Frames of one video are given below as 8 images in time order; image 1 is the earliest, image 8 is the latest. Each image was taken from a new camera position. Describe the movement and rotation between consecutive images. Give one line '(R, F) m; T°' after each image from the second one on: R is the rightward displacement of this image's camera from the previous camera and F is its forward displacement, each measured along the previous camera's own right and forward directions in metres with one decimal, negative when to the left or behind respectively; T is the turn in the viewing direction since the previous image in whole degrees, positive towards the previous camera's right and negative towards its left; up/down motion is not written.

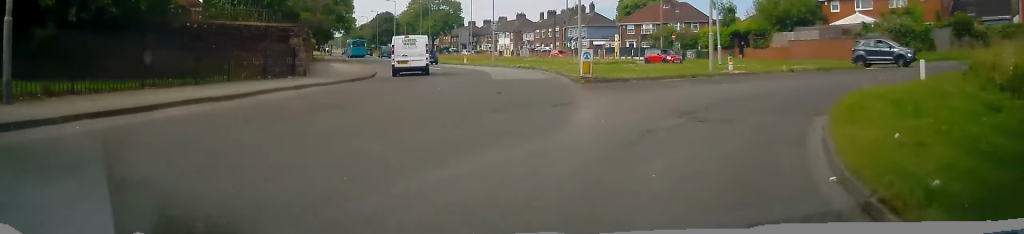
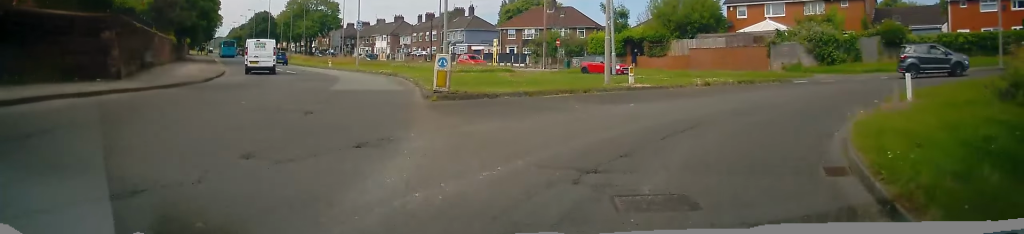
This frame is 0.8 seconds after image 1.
(+0.8, +4.9) m; +11°
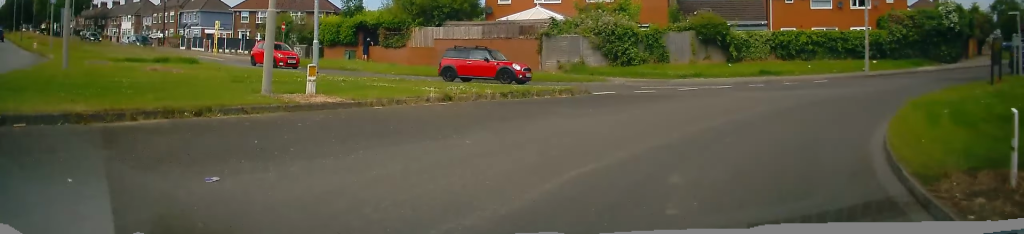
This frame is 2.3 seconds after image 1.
(+1.9, +9.3) m; +27°
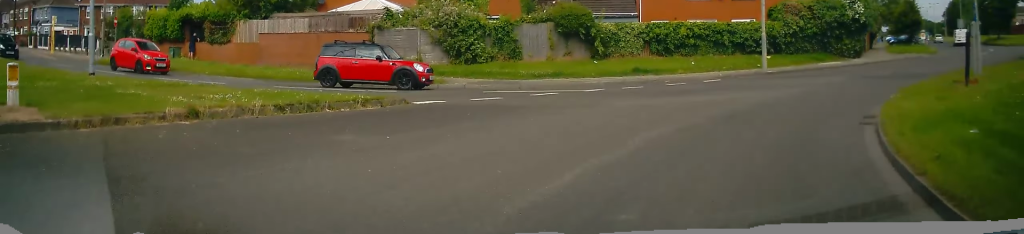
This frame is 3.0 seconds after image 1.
(+0.9, +4.7) m; +12°
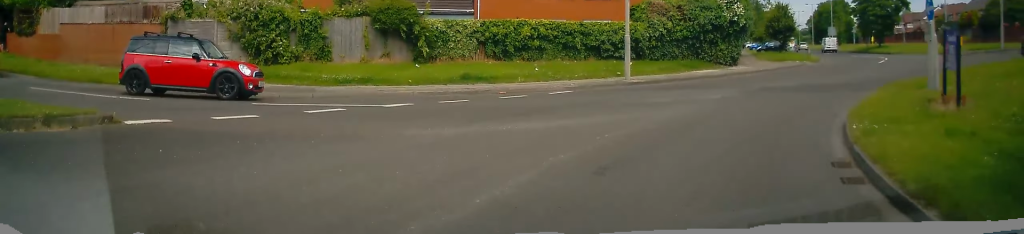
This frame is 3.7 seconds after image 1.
(+0.2, +4.7) m; +11°
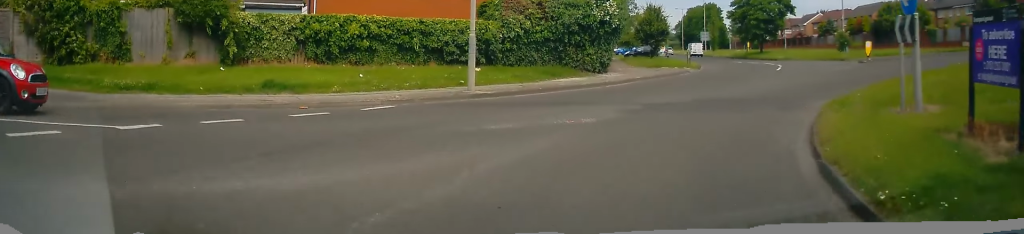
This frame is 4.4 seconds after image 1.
(+0.4, +4.2) m; +13°
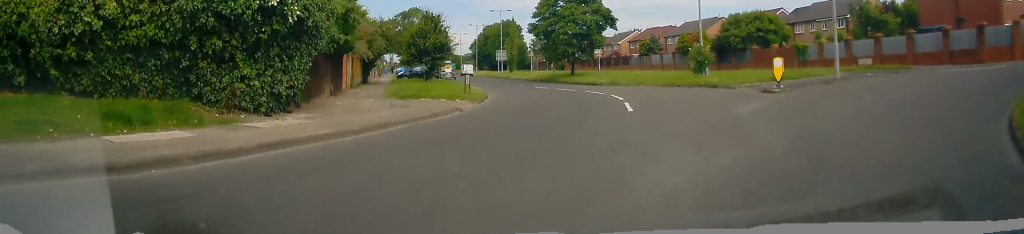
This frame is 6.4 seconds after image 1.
(+4.1, +12.8) m; +23°
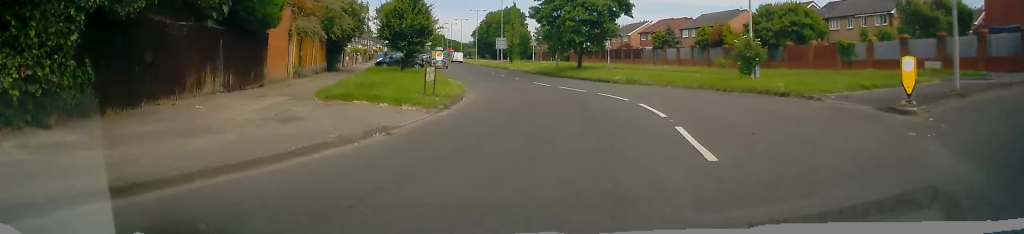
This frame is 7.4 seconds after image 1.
(0.0, +7.8) m; 0°
